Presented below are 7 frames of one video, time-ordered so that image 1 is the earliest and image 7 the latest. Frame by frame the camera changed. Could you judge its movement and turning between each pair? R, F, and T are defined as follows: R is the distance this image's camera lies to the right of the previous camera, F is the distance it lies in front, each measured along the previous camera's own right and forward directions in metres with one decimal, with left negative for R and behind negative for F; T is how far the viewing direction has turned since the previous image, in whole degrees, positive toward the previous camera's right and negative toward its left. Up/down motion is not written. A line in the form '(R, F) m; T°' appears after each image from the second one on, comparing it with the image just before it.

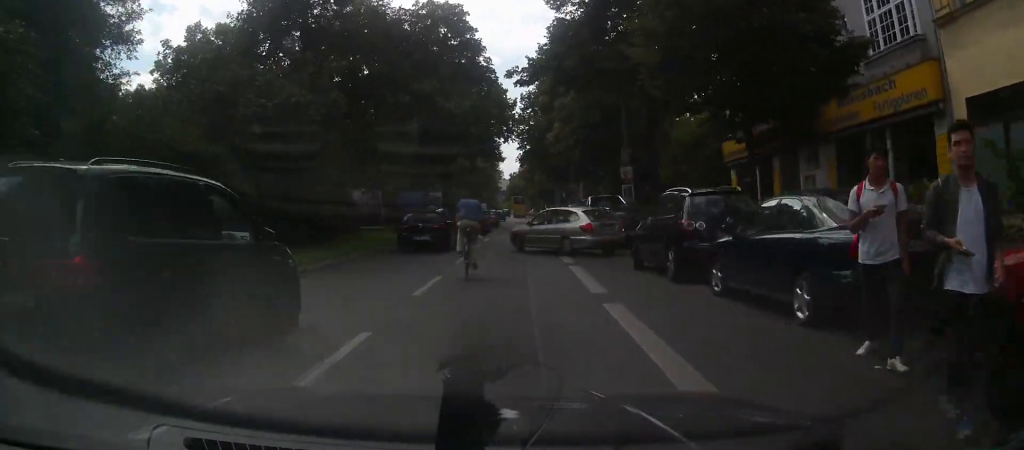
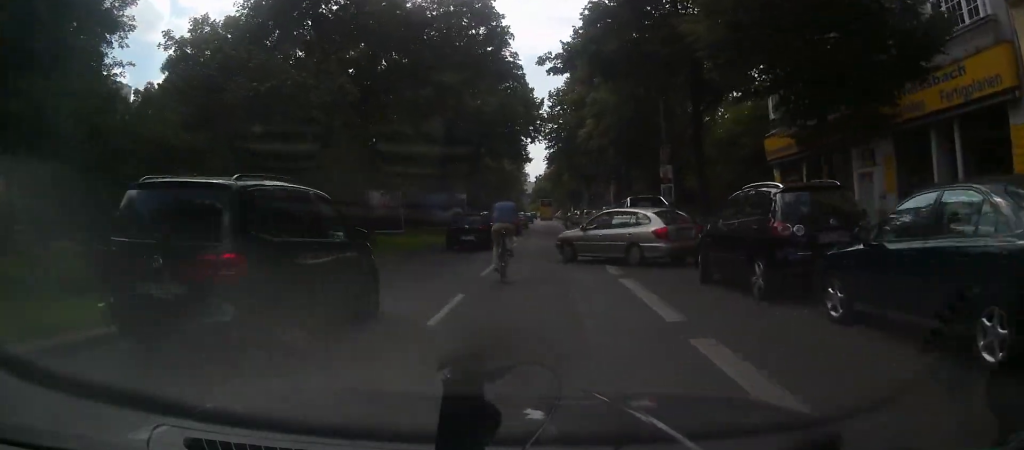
(0.0, +2.2) m; 0°
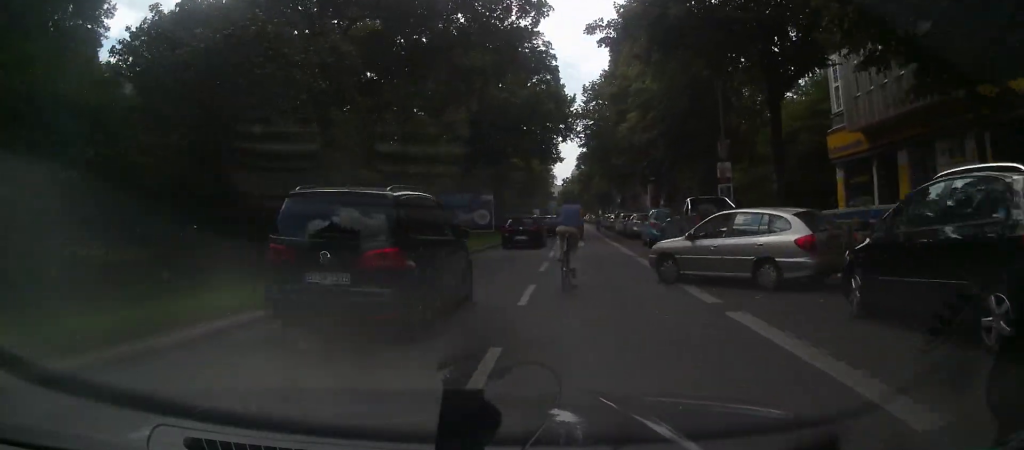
(0.0, +3.5) m; 0°
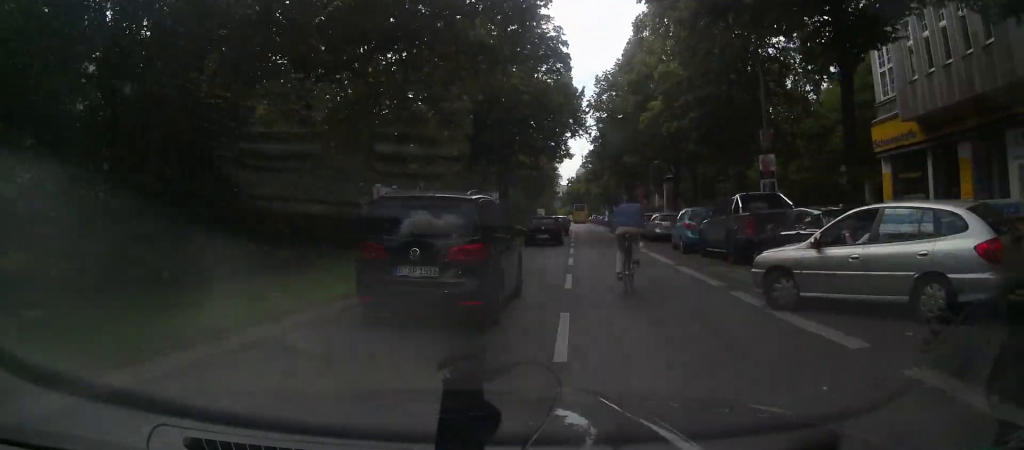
(0.0, +3.2) m; 0°
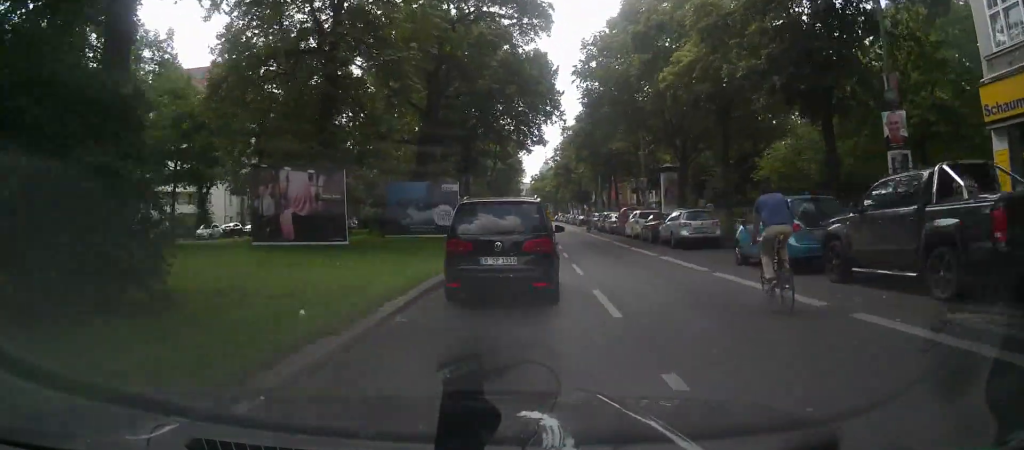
(0.0, +8.3) m; 0°
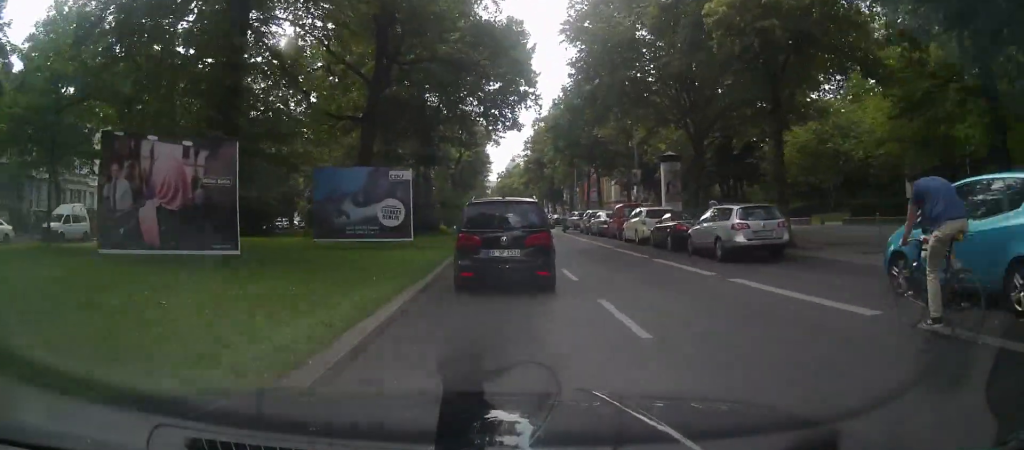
(0.0, +6.8) m; 0°
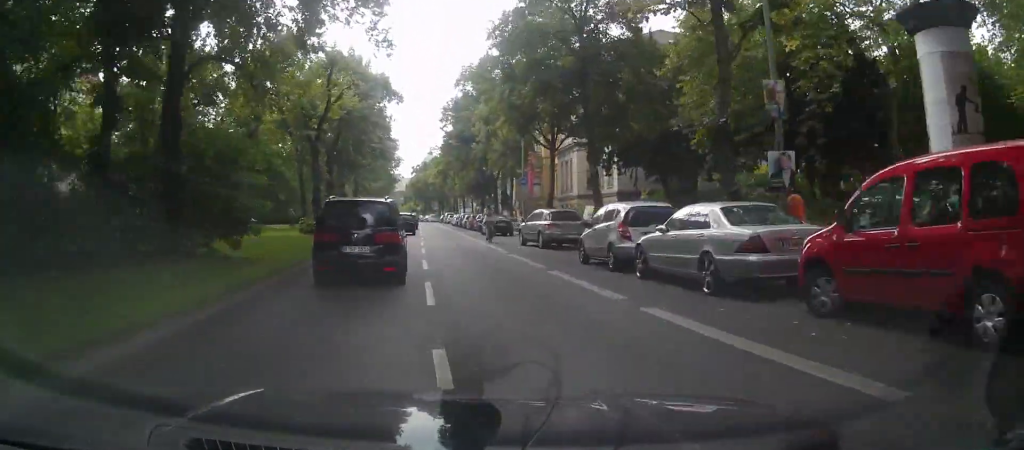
(0.0, +24.1) m; 0°
